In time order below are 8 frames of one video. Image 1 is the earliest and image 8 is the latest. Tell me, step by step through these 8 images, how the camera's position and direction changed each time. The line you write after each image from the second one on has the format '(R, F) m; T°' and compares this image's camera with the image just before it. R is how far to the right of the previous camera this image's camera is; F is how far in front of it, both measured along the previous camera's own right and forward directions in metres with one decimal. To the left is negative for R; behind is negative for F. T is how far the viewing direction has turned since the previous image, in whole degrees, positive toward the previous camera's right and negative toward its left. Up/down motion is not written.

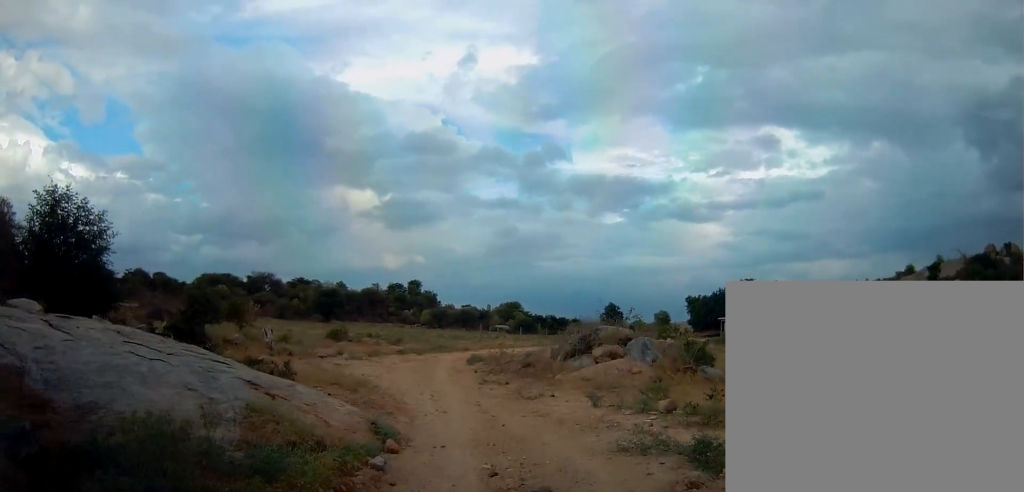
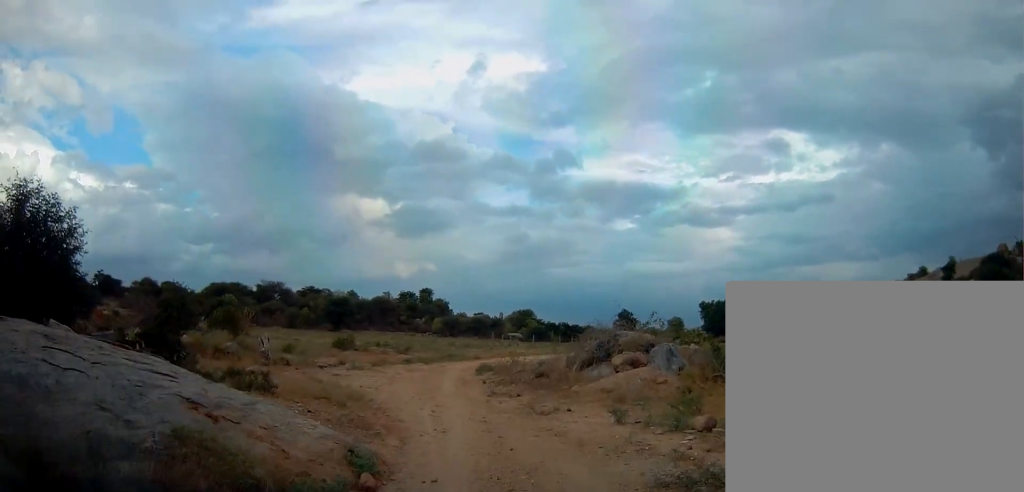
(0.0, +1.6) m; 0°
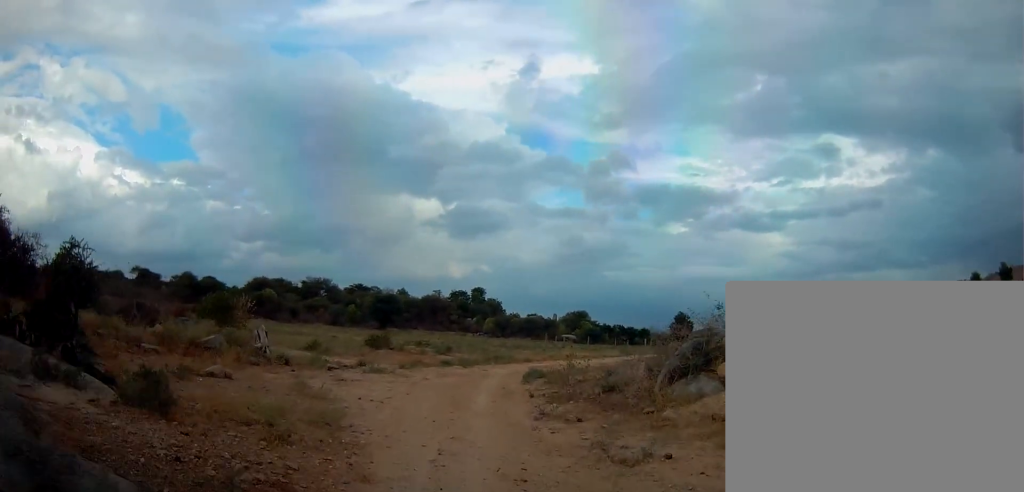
(-0.5, +4.6) m; -12°
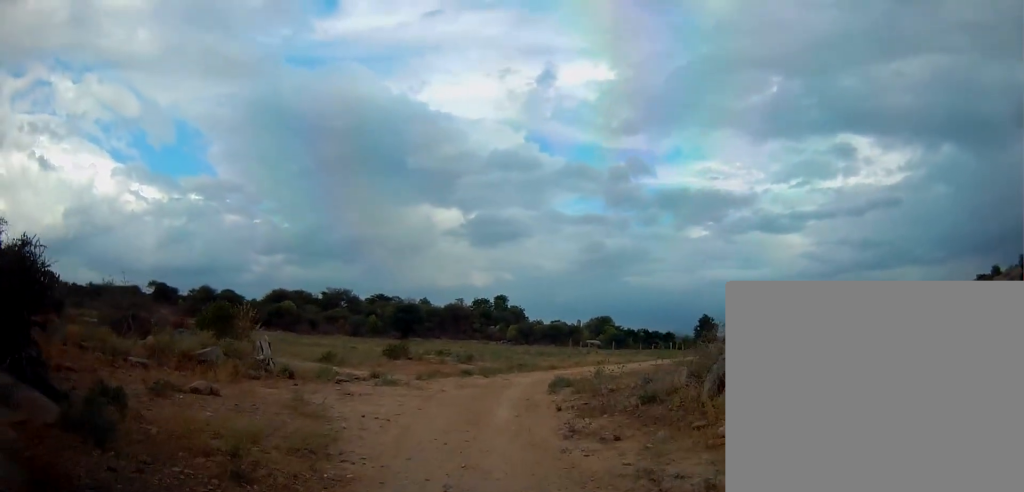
(-0.1, +1.5) m; -3°
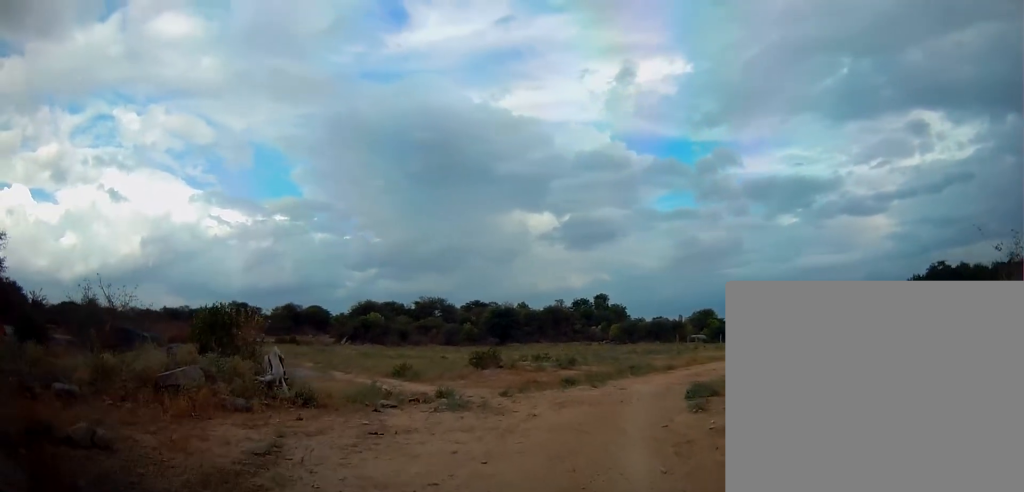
(-0.6, +5.8) m; -6°
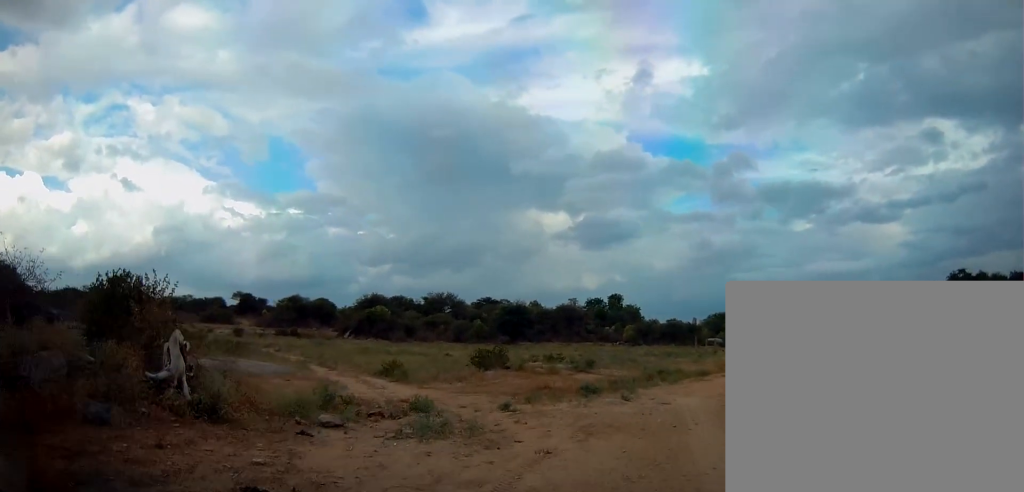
(+0.4, +4.6) m; +7°
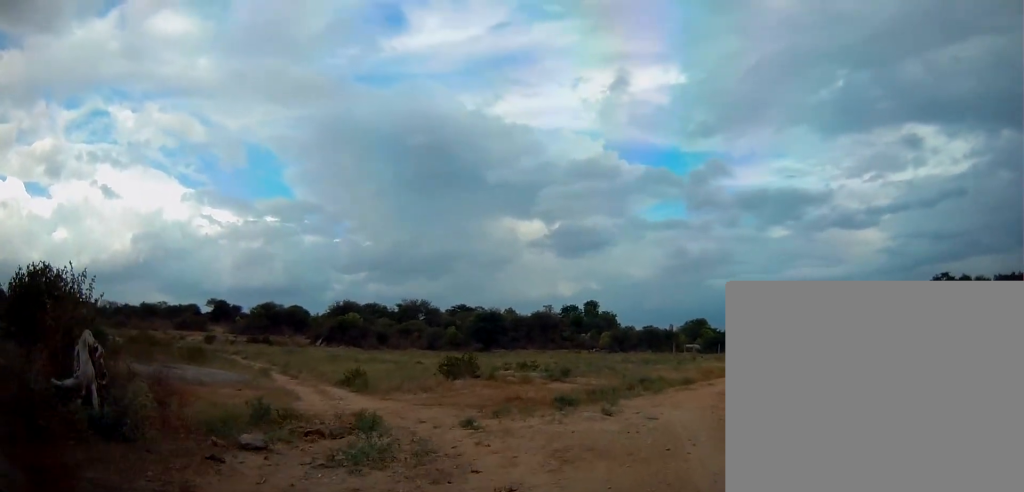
(0.0, +1.8) m; +2°
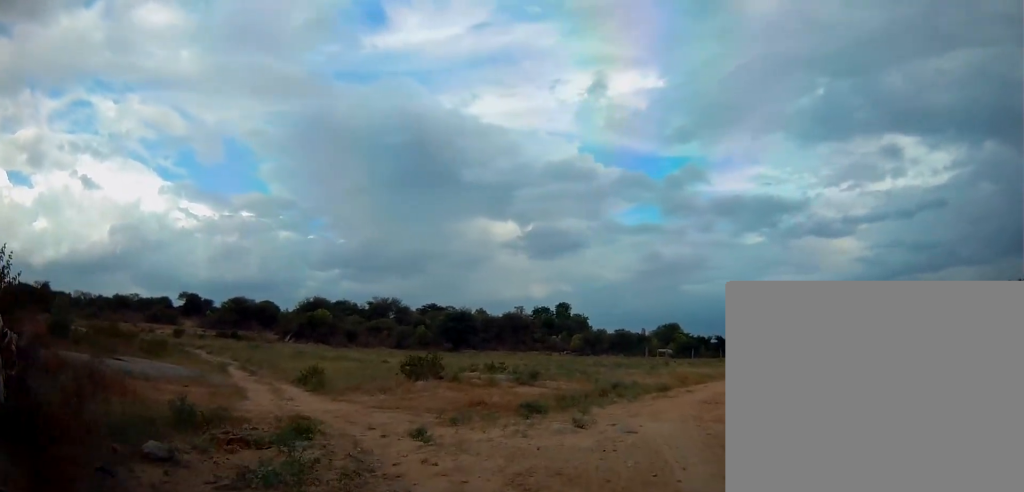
(-0.1, +1.5) m; +2°
